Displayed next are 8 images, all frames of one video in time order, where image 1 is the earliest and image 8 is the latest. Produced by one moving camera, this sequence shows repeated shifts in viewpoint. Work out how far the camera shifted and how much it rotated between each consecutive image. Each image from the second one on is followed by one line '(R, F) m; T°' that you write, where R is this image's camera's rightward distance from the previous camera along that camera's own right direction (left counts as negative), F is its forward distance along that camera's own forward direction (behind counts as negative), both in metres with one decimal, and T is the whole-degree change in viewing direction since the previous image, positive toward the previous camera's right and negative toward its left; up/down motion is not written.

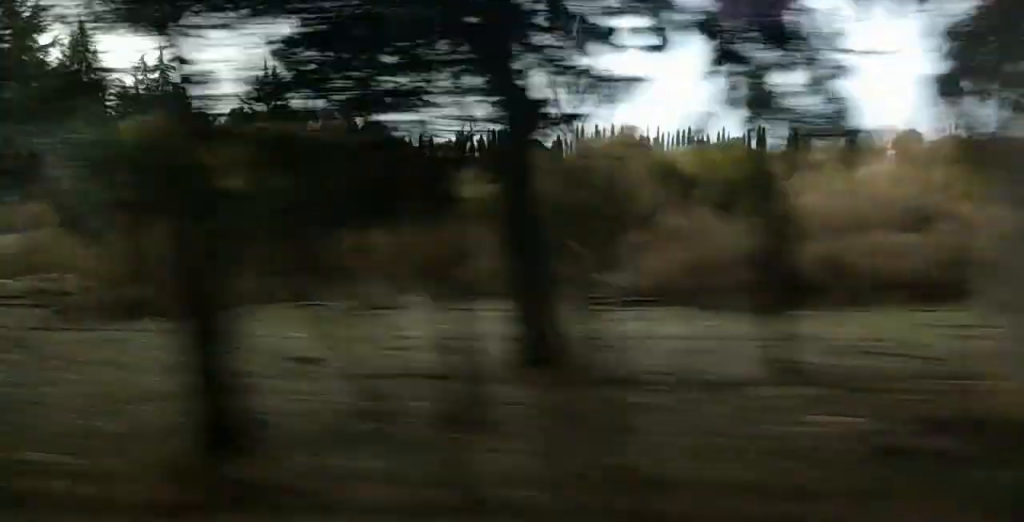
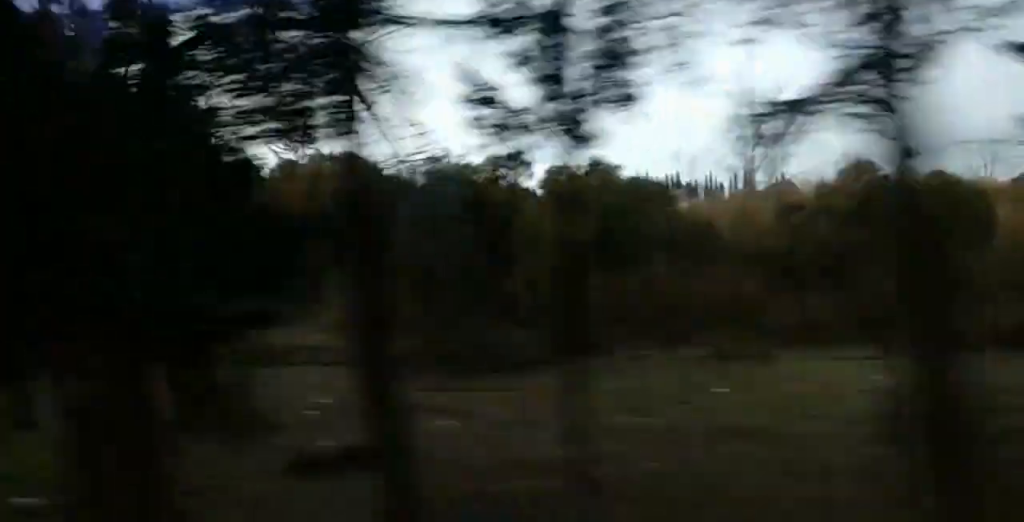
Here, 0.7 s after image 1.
(-0.6, +10.6) m; -1°
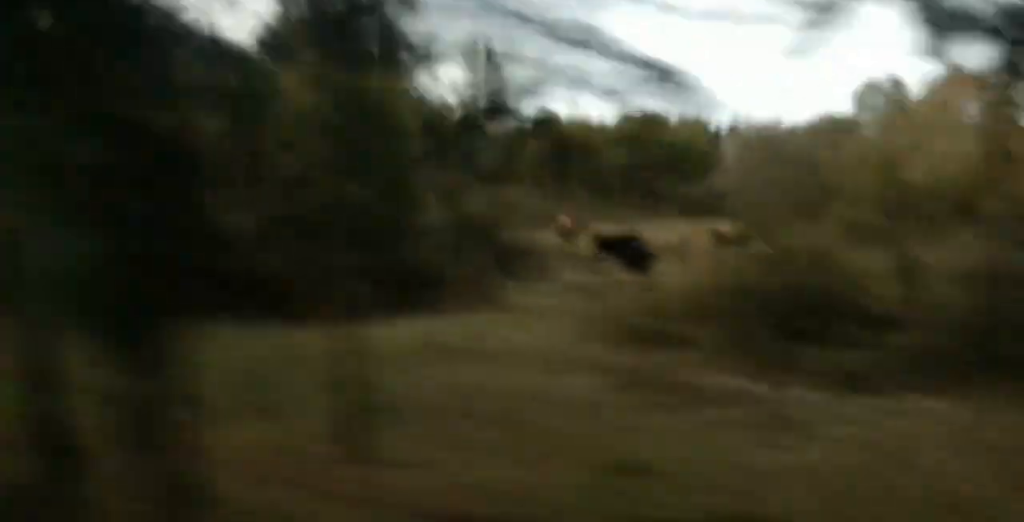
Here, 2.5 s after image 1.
(+0.2, +26.6) m; 0°
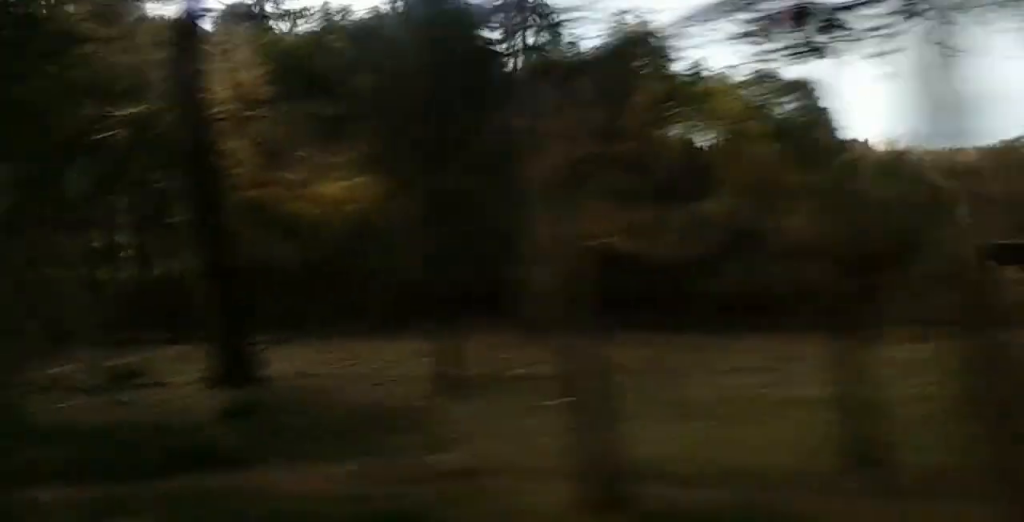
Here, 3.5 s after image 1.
(-0.1, +15.7) m; 0°
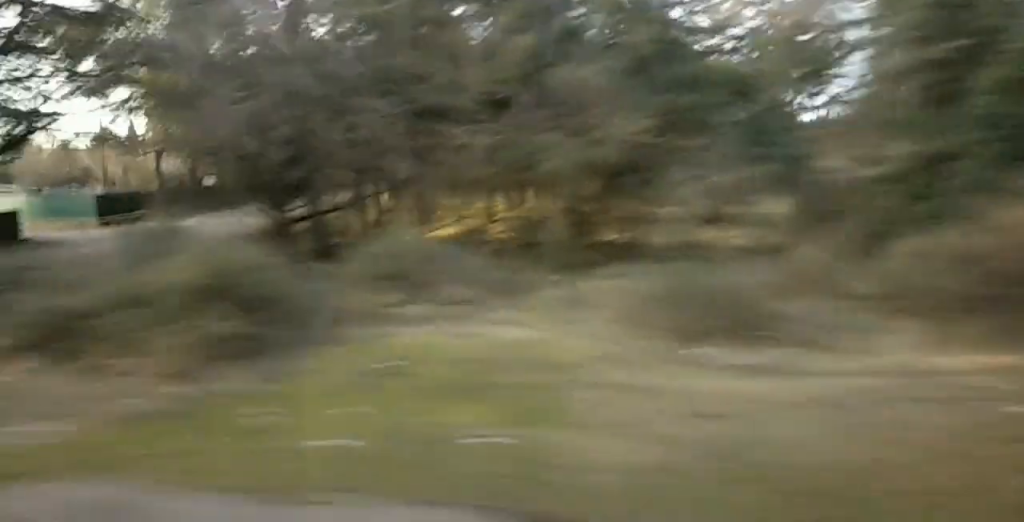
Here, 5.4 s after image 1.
(-0.2, +31.1) m; -3°
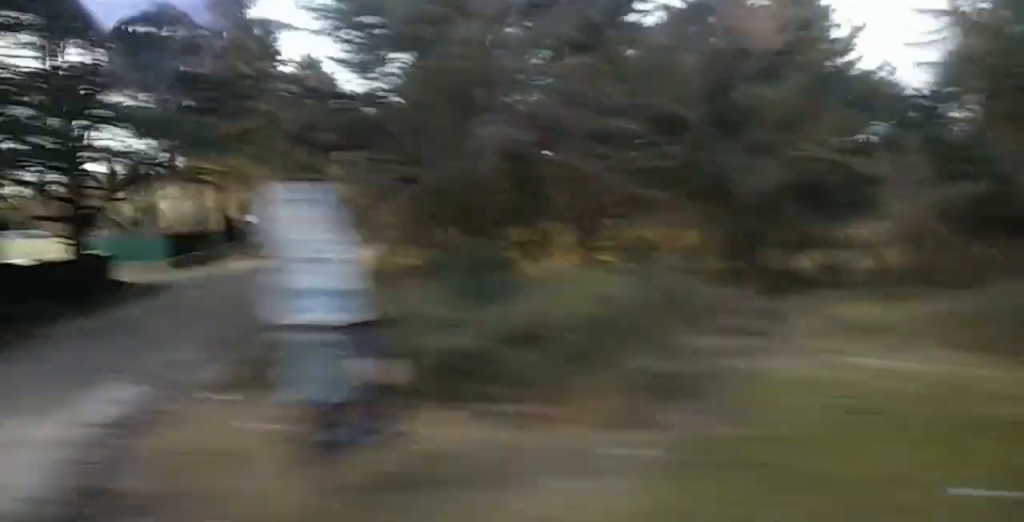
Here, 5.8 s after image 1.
(0.0, +7.5) m; -1°
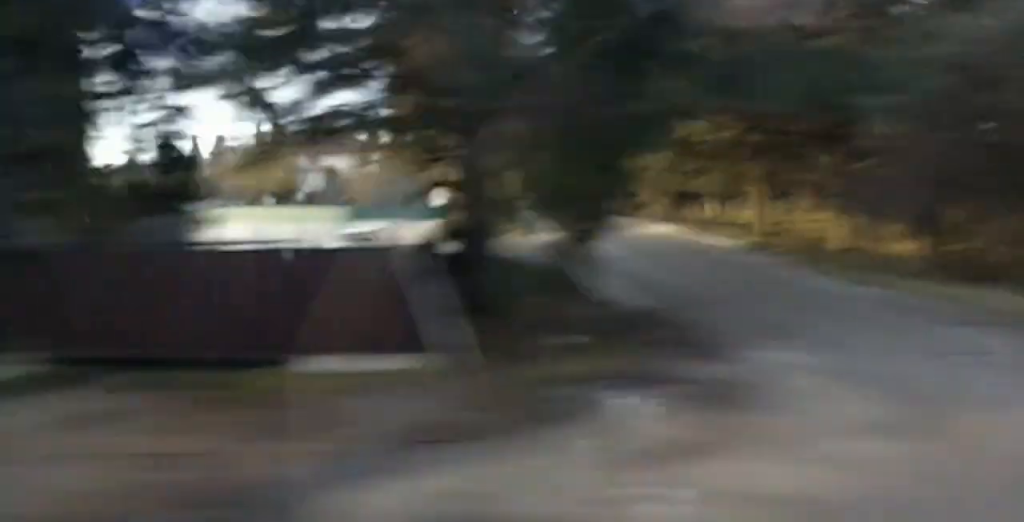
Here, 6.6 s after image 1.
(-0.4, +14.7) m; -2°
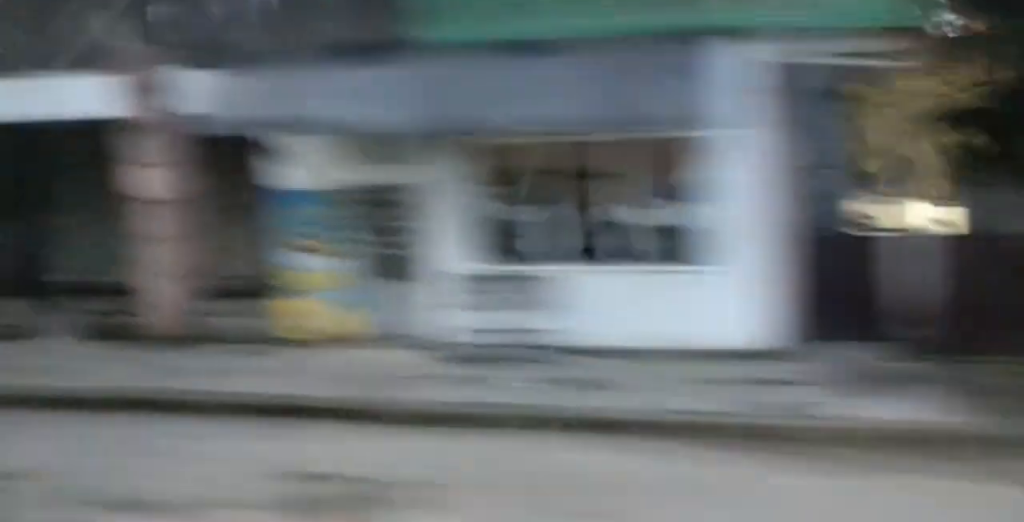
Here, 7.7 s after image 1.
(-0.3, +18.7) m; -1°
